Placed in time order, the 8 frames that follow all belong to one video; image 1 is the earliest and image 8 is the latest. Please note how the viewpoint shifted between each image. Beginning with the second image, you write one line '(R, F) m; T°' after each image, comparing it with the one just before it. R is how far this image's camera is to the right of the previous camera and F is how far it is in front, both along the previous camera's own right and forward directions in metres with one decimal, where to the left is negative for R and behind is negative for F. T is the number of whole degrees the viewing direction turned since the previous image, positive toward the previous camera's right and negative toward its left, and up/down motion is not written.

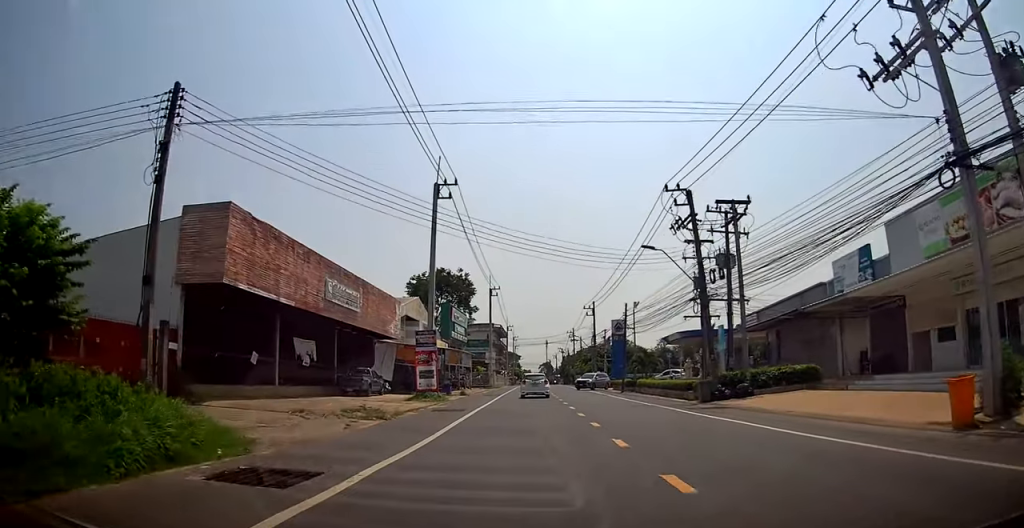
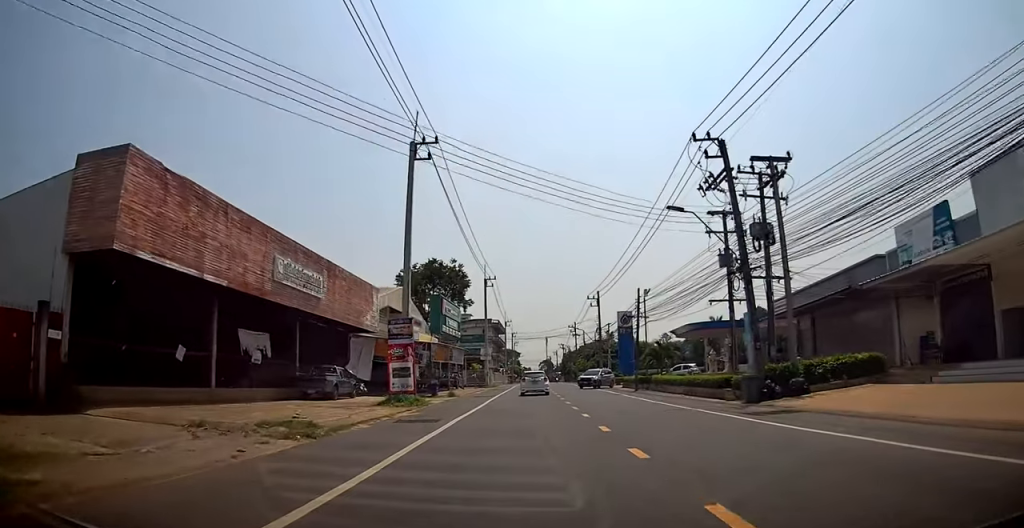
(-0.2, +5.8) m; 0°
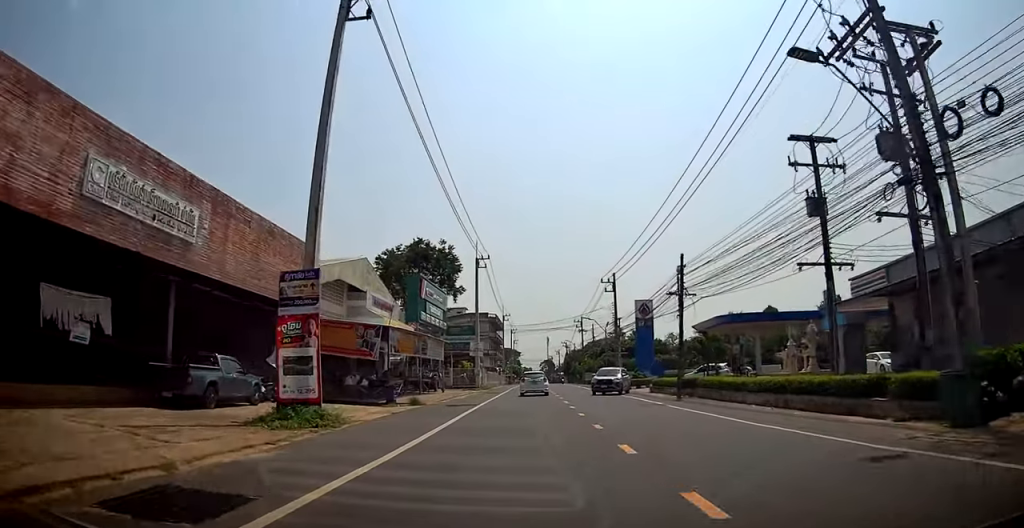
(-0.2, +11.3) m; +1°
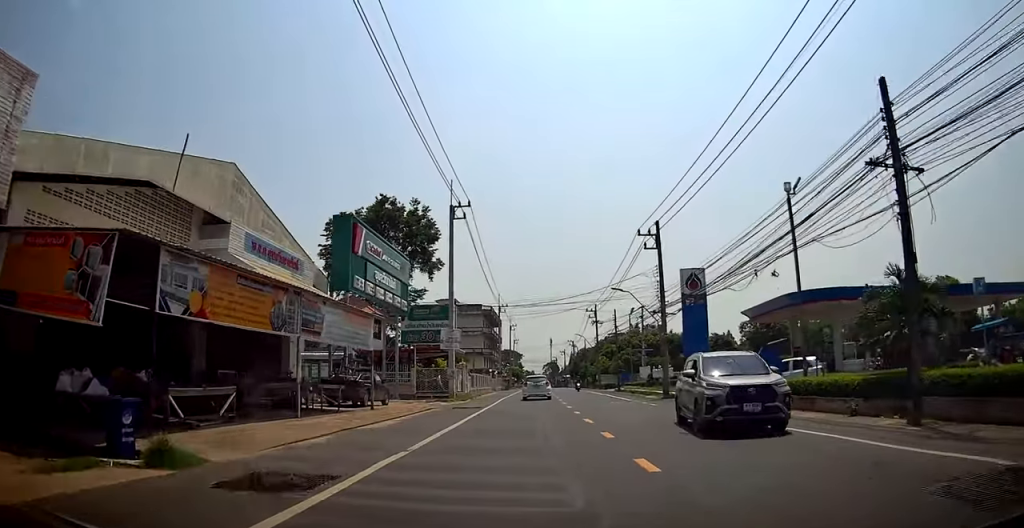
(+0.6, +17.5) m; +2°
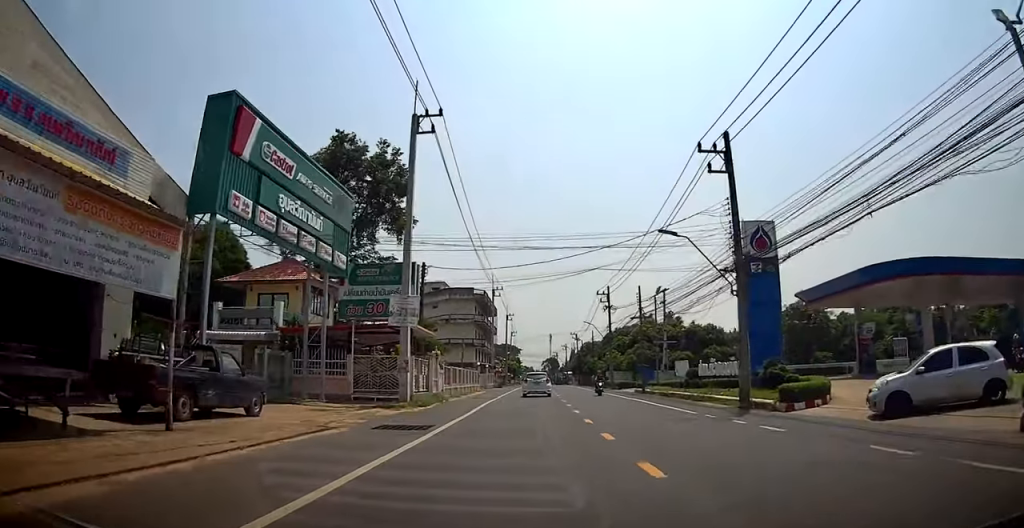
(-0.1, +12.6) m; 0°
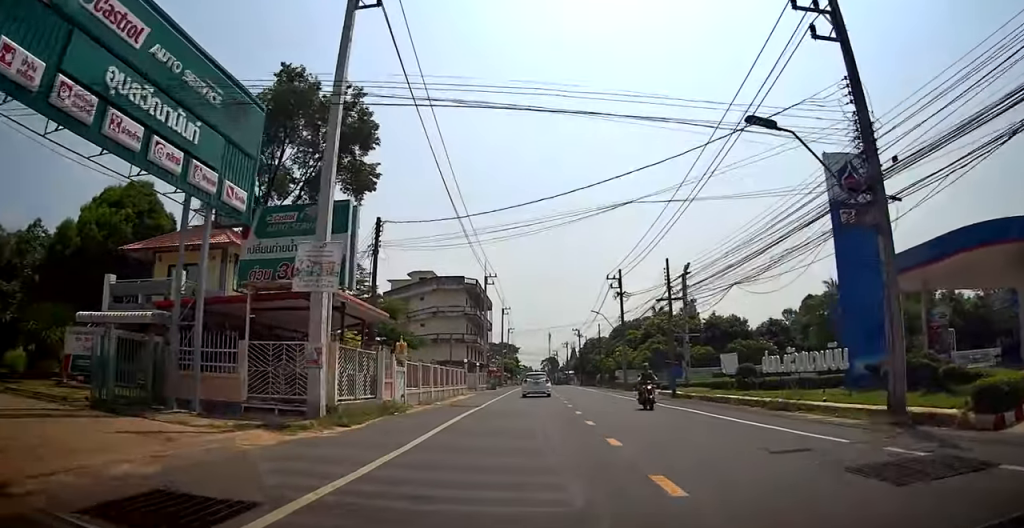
(-0.1, +9.3) m; 0°
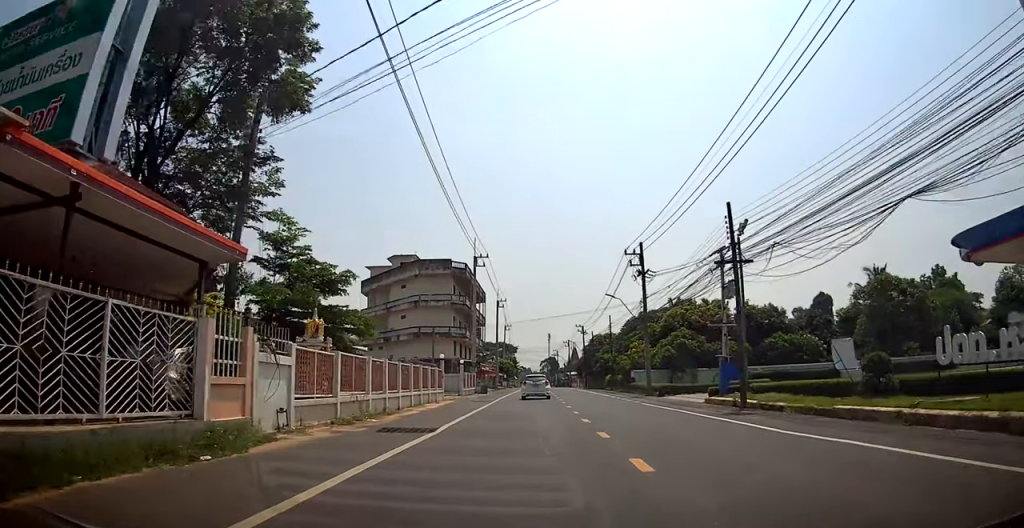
(0.0, +10.8) m; 0°
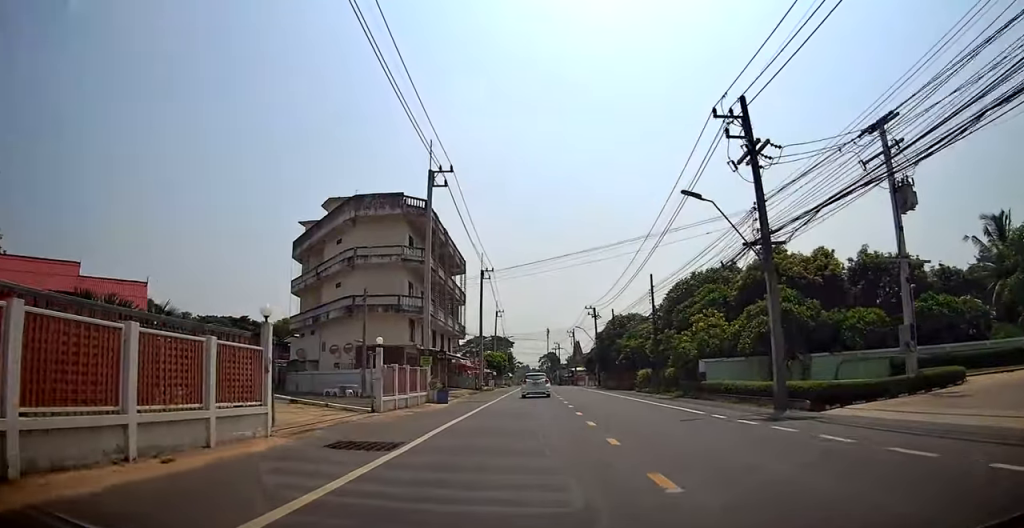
(-0.5, +21.4) m; -1°
